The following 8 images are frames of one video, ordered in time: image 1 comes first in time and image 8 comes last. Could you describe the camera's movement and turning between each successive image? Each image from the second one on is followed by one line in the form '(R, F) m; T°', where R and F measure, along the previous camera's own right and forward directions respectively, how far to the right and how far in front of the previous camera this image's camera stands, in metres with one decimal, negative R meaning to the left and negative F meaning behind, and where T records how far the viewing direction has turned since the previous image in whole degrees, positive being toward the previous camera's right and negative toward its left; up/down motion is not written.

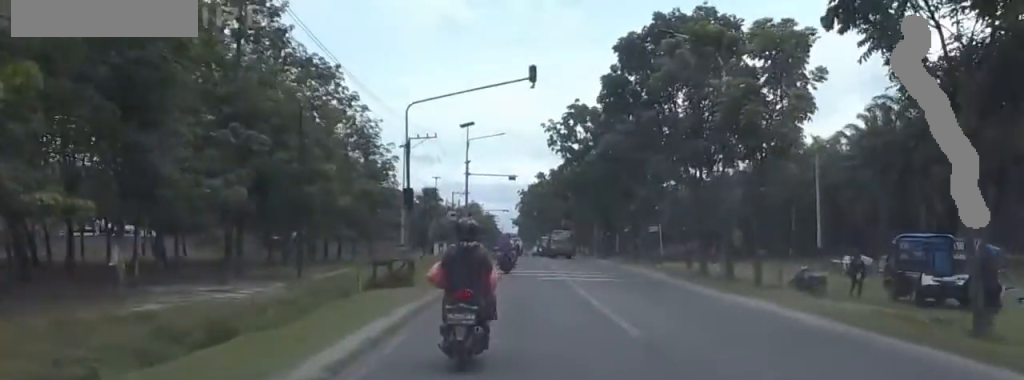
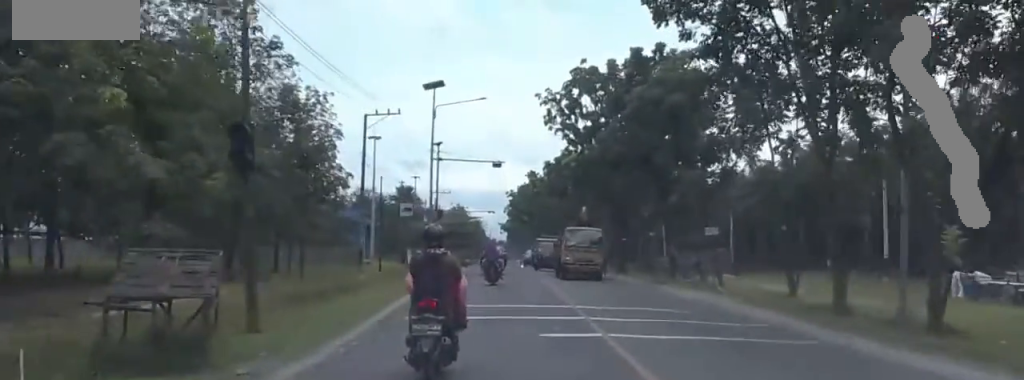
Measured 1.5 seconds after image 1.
(+2.0, +16.9) m; +8°
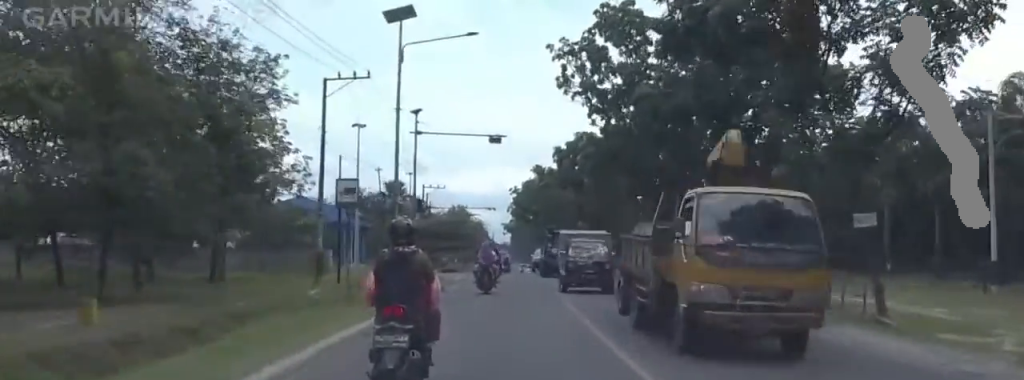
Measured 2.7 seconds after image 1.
(0.0, +13.2) m; 0°
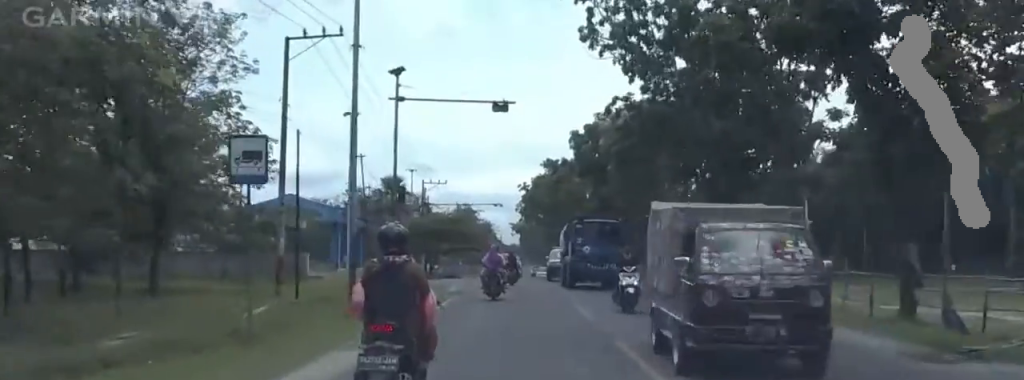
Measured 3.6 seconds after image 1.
(0.0, +9.6) m; 0°
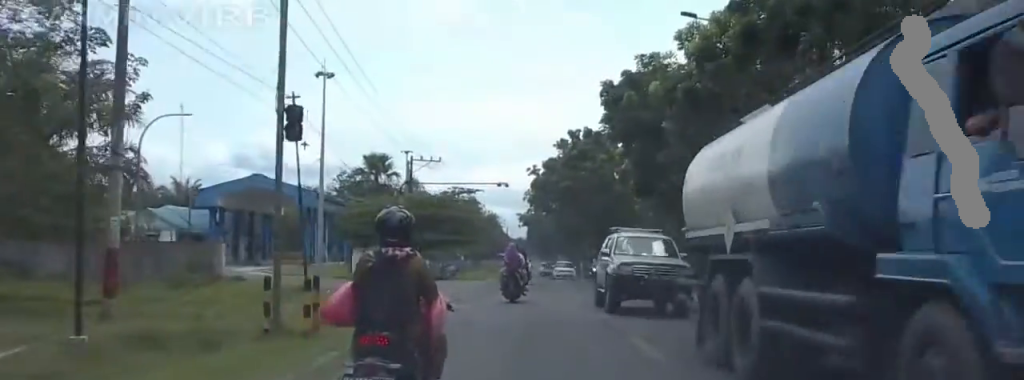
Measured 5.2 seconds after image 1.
(0.0, +17.1) m; 0°
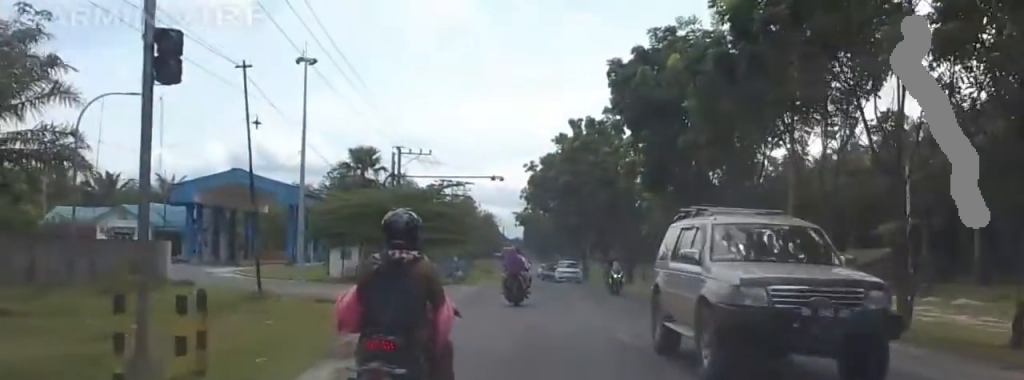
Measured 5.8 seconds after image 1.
(0.0, +6.0) m; 0°
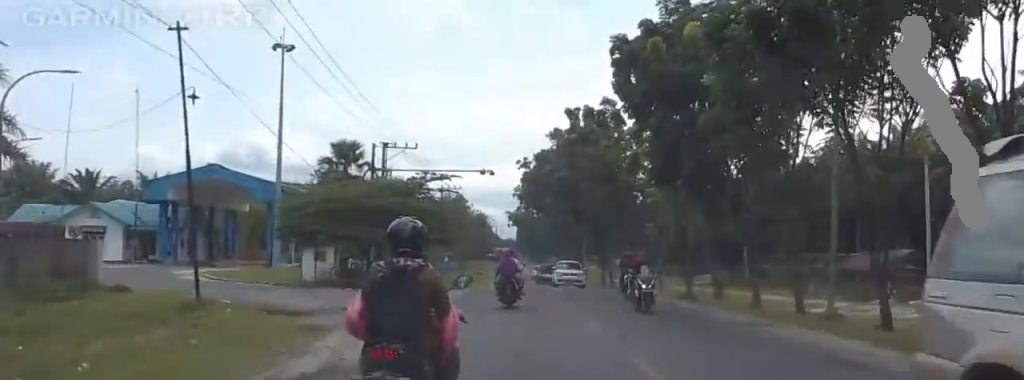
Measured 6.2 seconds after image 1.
(0.0, +5.1) m; 0°
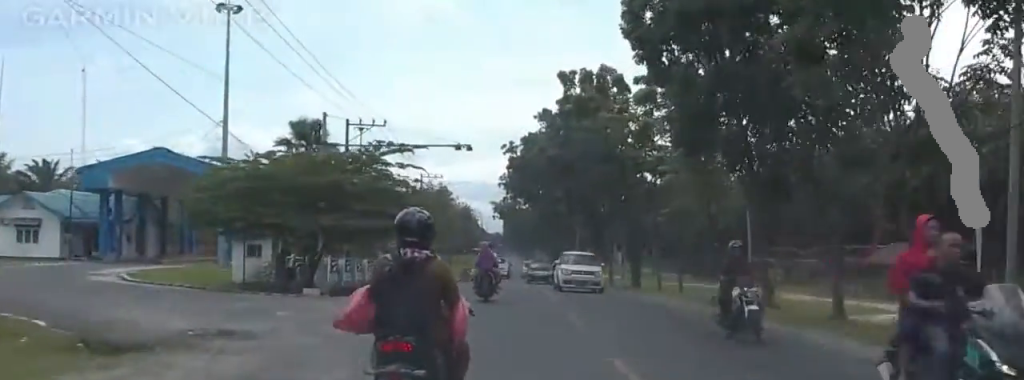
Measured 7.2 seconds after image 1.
(0.0, +9.5) m; 0°
